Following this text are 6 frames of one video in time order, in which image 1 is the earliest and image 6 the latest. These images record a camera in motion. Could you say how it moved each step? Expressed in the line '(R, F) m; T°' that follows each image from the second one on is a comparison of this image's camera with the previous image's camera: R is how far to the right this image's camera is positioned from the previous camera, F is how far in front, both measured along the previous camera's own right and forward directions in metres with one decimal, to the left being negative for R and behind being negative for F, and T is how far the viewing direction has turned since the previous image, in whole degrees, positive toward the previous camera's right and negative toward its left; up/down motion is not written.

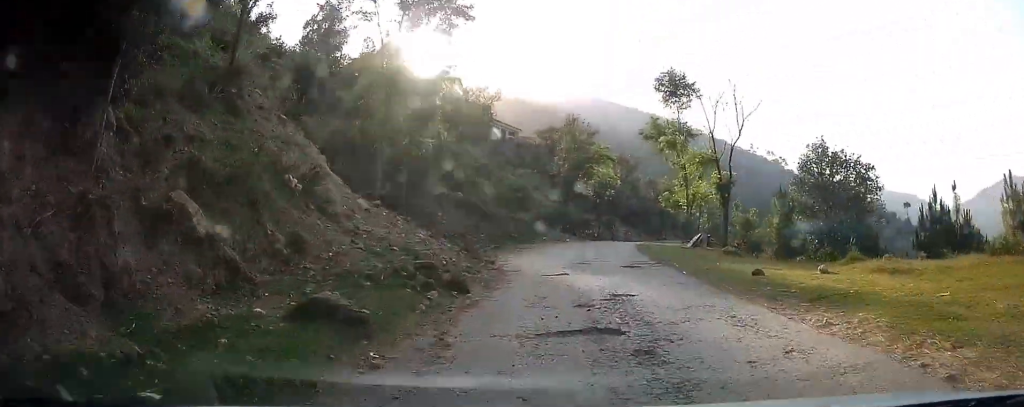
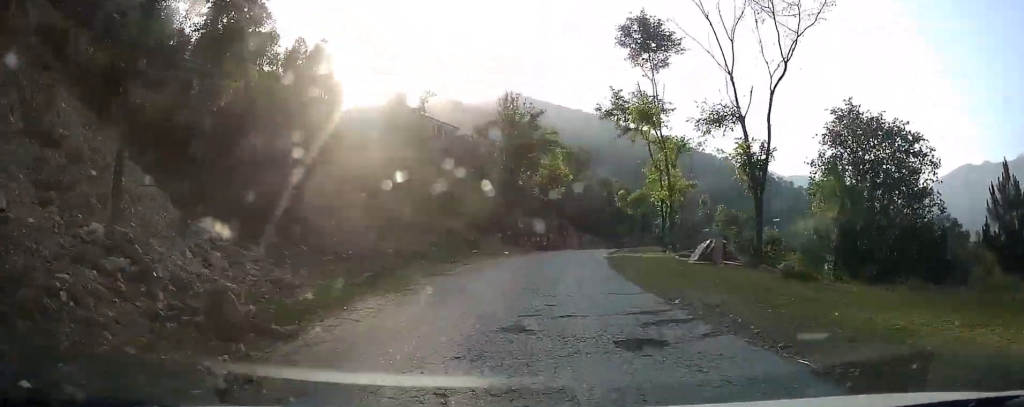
(-0.3, +10.3) m; -2°
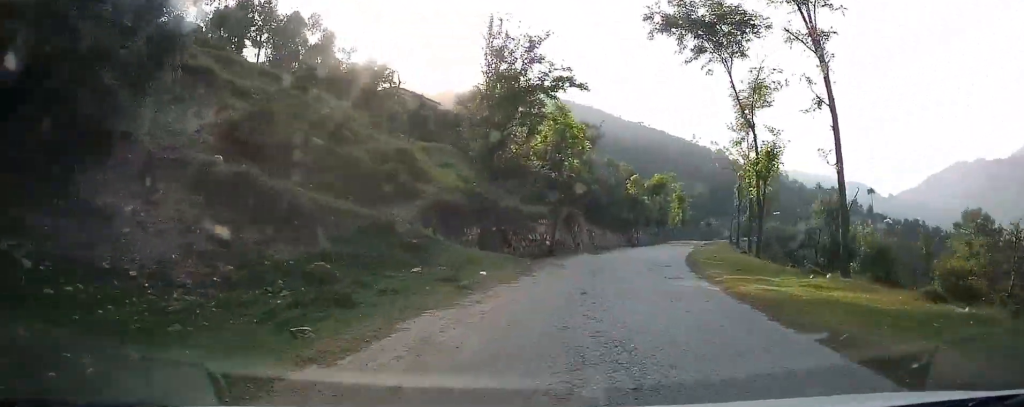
(+0.3, +14.3) m; +4°
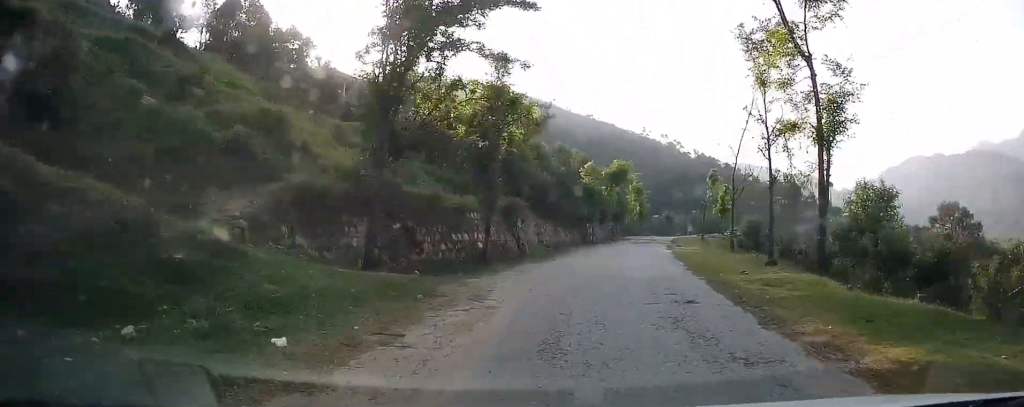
(+0.3, +7.8) m; +3°
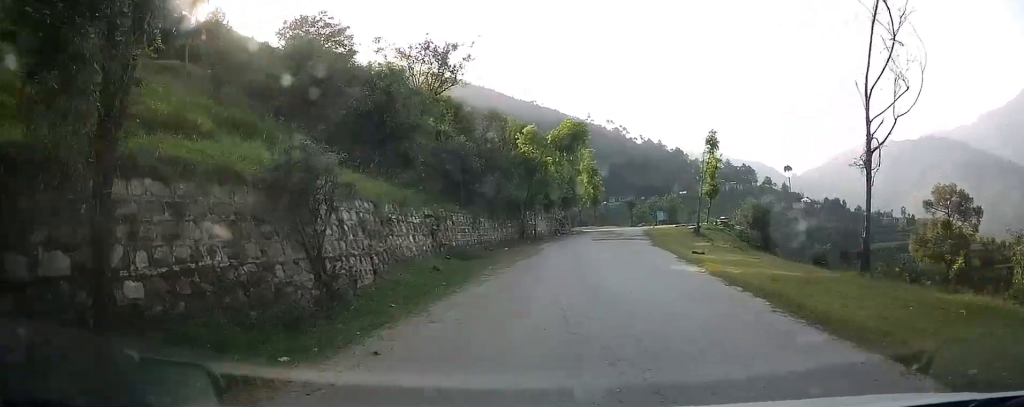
(+0.9, +17.3) m; +7°
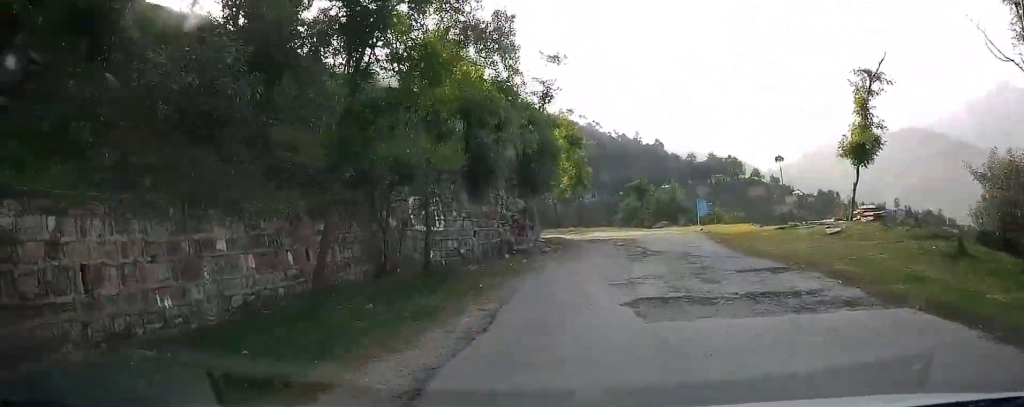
(+0.2, +25.7) m; +2°
